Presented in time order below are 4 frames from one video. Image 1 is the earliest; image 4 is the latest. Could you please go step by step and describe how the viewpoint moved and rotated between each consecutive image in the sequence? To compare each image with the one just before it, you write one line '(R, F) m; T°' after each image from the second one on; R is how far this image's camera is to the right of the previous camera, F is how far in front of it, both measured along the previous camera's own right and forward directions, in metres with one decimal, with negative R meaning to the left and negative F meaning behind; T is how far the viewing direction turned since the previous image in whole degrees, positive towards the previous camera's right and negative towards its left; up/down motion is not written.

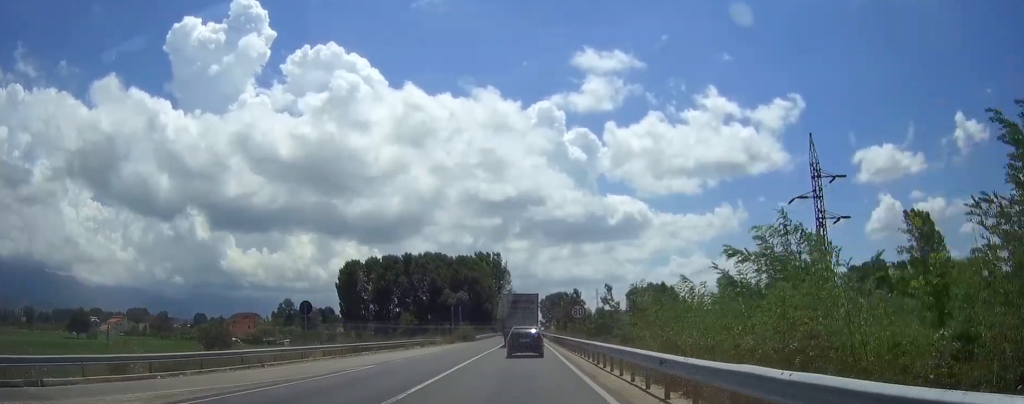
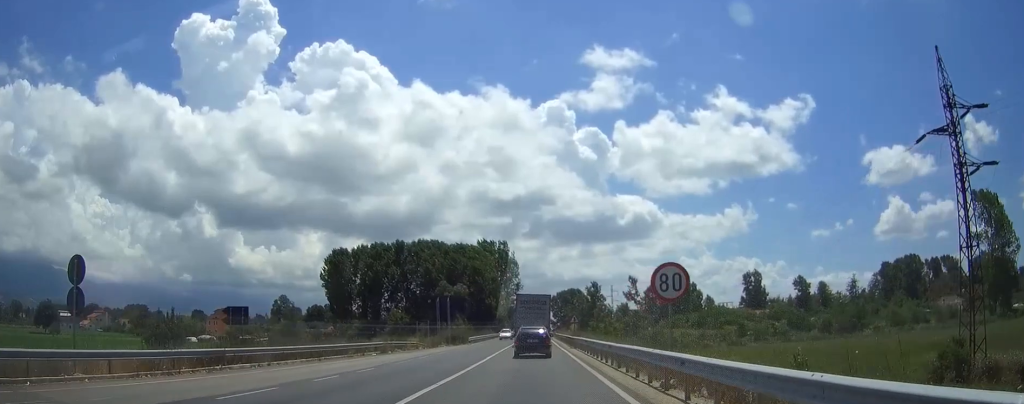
(-0.1, +24.3) m; 0°
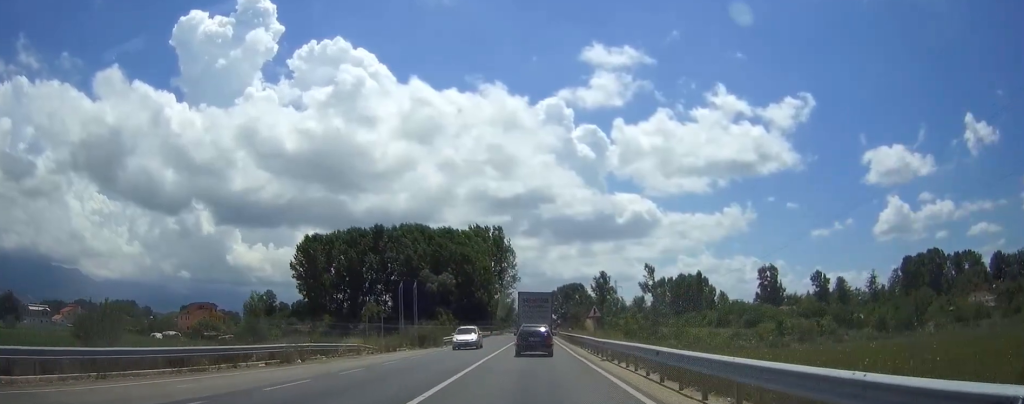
(0.0, +20.3) m; 0°
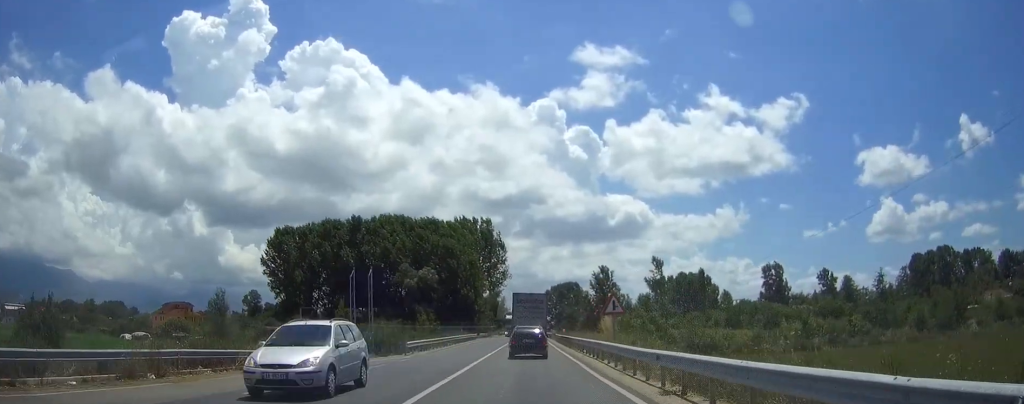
(0.0, +12.7) m; 0°
